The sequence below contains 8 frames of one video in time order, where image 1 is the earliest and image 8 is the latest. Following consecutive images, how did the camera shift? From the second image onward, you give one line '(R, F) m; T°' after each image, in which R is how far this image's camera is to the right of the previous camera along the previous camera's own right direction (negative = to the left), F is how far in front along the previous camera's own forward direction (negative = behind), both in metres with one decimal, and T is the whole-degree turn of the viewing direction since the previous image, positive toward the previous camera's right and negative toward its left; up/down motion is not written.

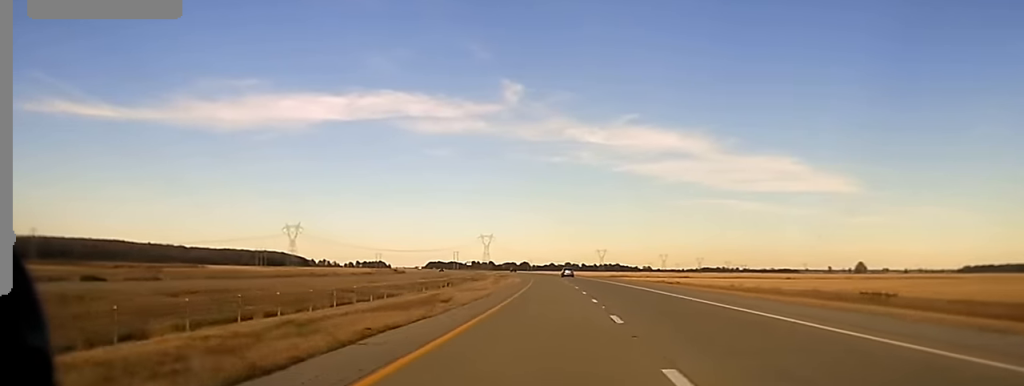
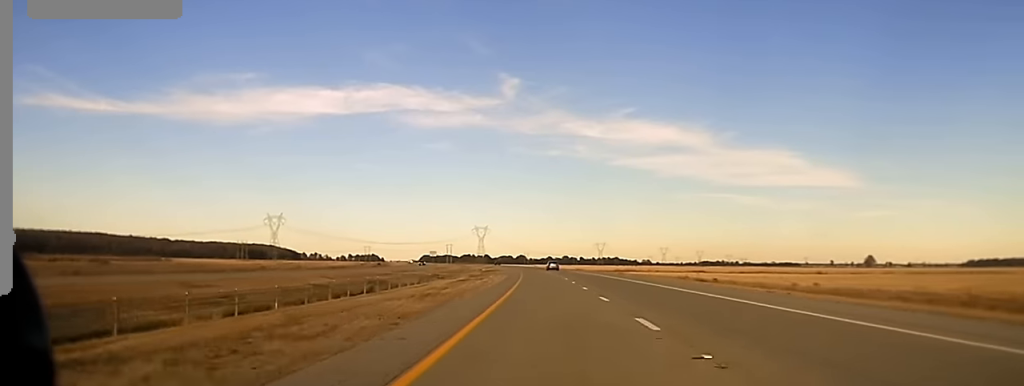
(-0.1, +39.7) m; 0°
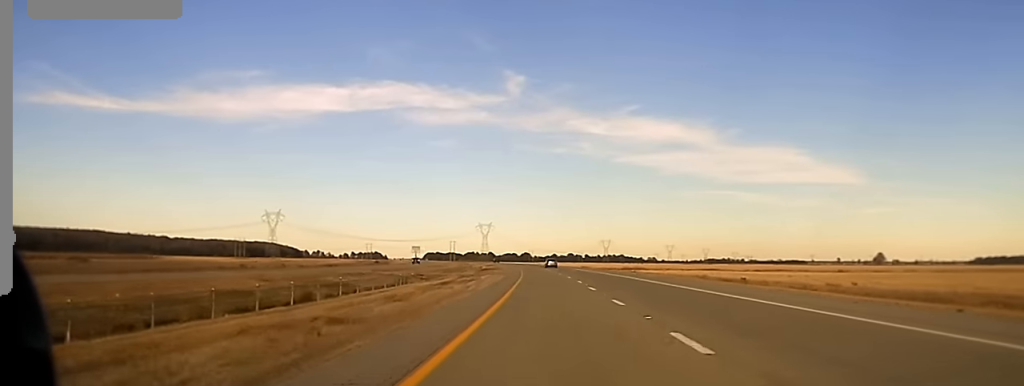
(+0.1, +16.3) m; 0°
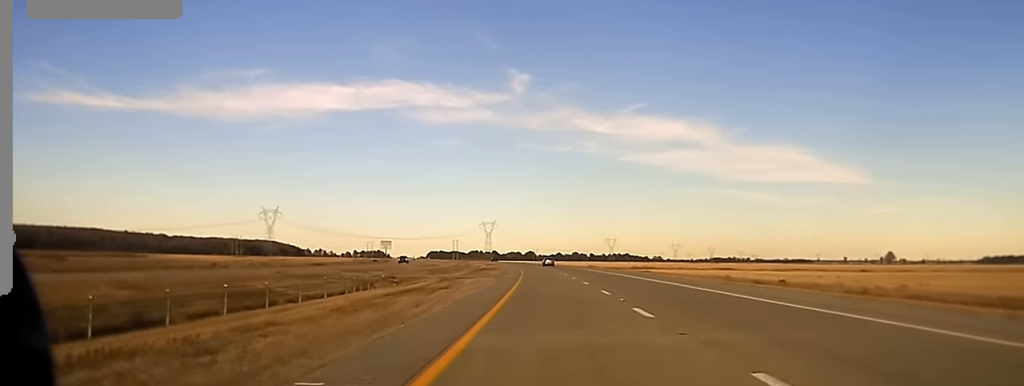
(+0.2, +18.8) m; 0°
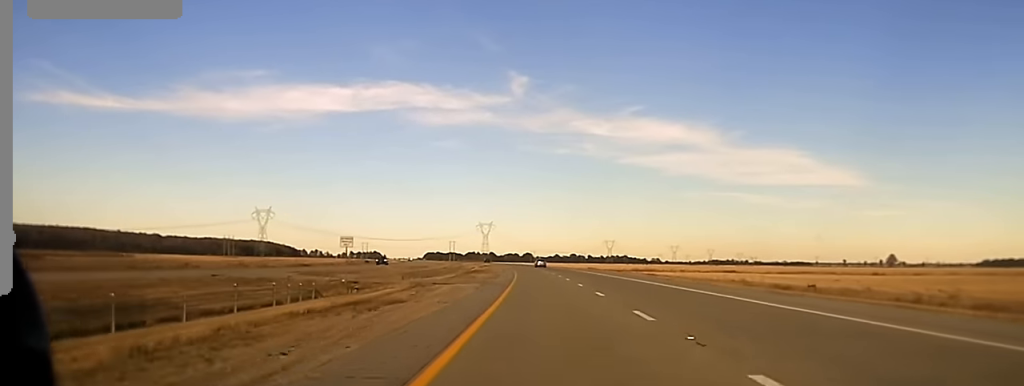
(-0.2, +12.3) m; 0°
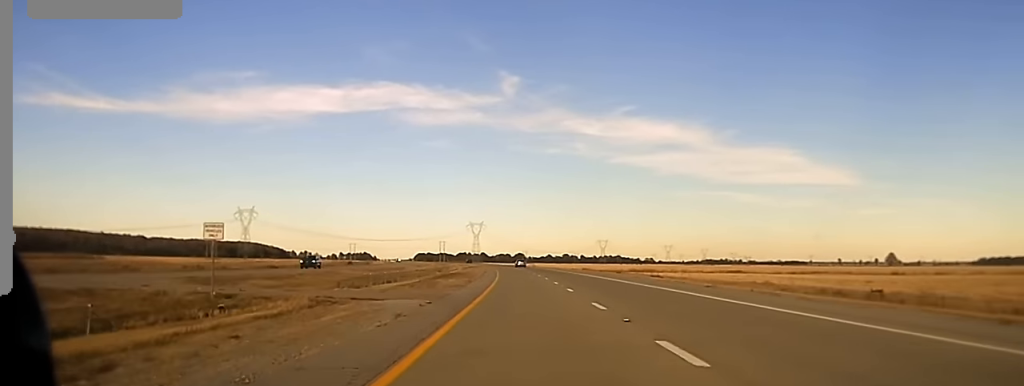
(+0.1, +21.5) m; 0°
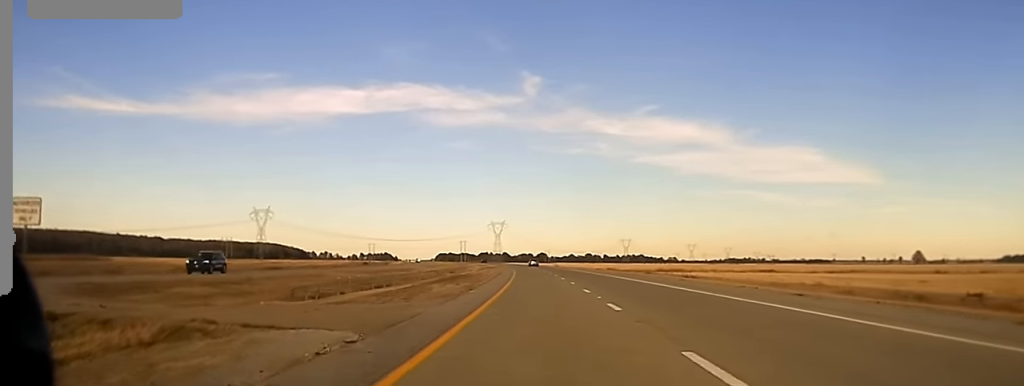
(+0.1, +13.5) m; -3°
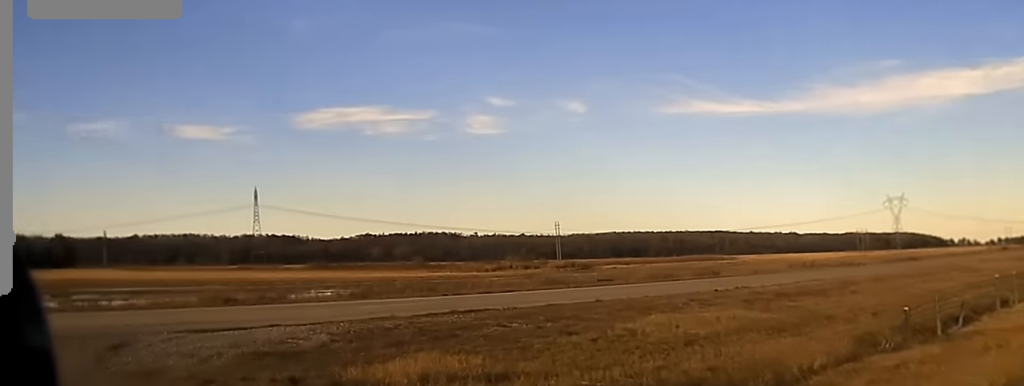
(-6.7, +20.4) m; -66°
